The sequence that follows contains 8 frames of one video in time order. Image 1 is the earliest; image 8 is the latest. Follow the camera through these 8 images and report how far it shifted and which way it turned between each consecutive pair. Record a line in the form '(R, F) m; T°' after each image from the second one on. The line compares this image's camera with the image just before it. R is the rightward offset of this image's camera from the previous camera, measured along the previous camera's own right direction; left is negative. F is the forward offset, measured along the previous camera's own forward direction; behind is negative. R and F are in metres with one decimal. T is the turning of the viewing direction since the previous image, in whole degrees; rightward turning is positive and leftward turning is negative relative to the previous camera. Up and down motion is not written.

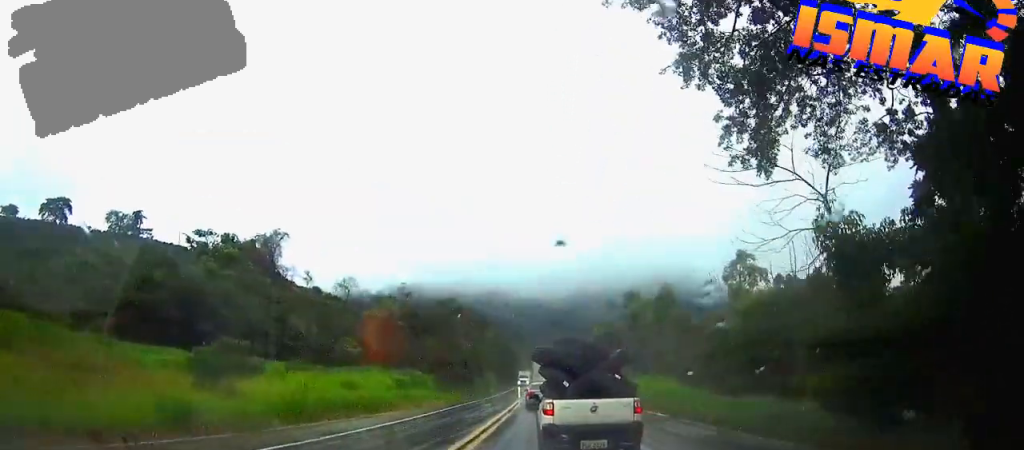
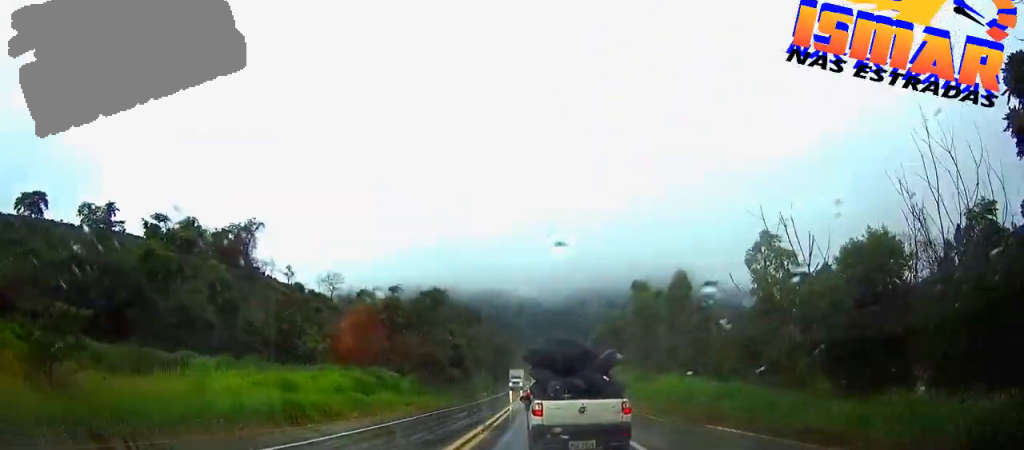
(+0.1, +12.1) m; 0°
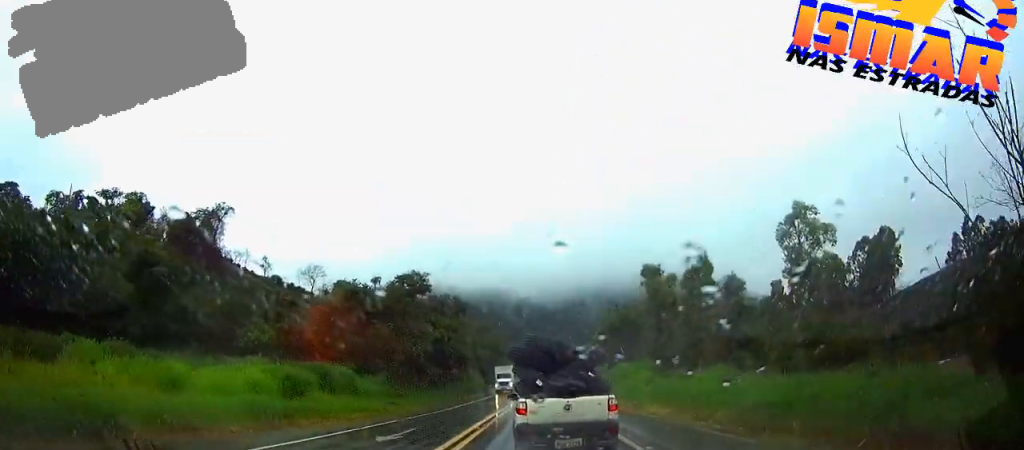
(0.0, +12.9) m; 0°
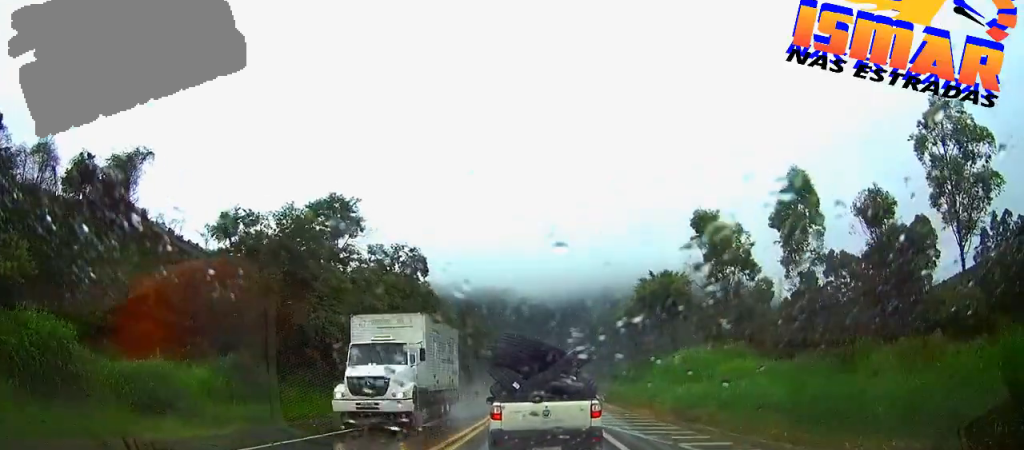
(-0.2, +29.6) m; -1°
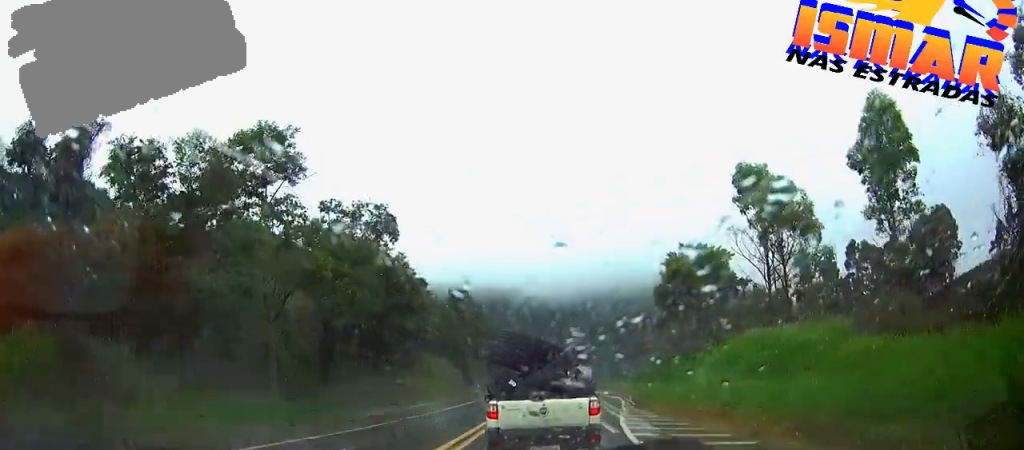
(0.0, +12.9) m; 0°
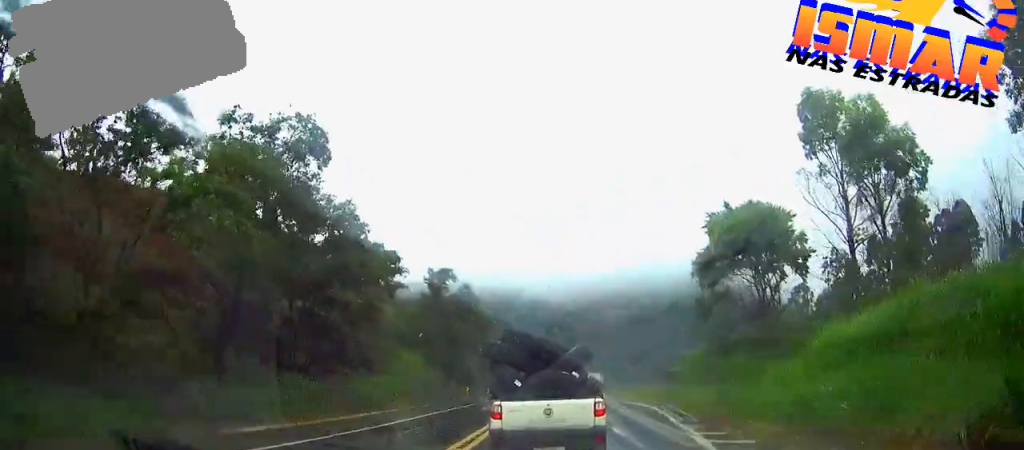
(0.0, +13.9) m; 0°
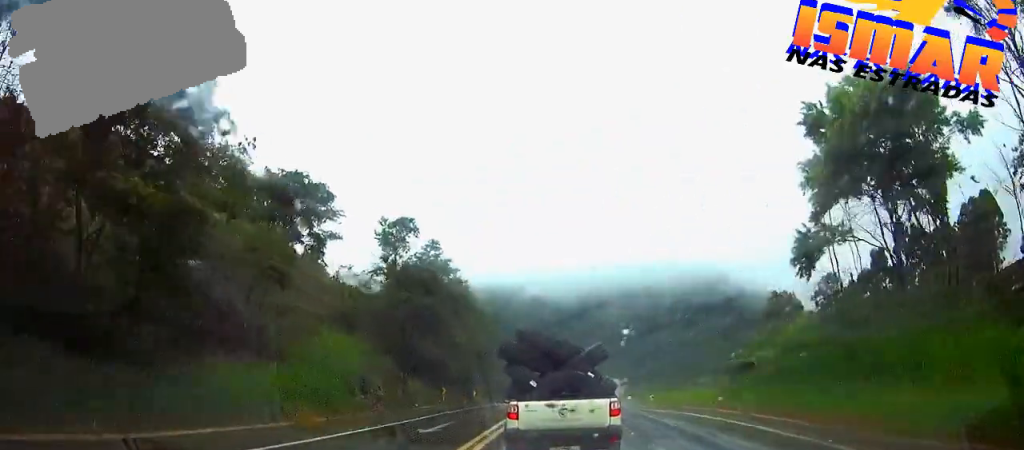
(0.0, +17.9) m; 0°
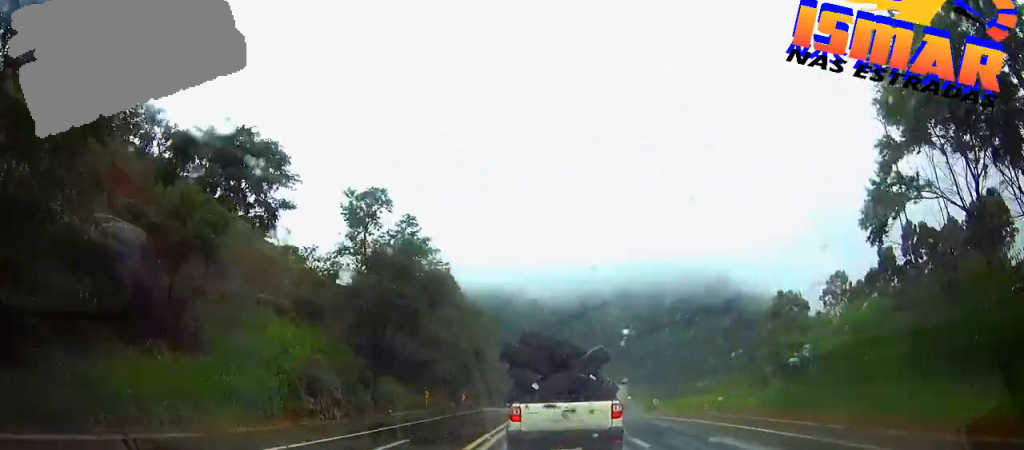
(-0.1, +6.7) m; 0°
